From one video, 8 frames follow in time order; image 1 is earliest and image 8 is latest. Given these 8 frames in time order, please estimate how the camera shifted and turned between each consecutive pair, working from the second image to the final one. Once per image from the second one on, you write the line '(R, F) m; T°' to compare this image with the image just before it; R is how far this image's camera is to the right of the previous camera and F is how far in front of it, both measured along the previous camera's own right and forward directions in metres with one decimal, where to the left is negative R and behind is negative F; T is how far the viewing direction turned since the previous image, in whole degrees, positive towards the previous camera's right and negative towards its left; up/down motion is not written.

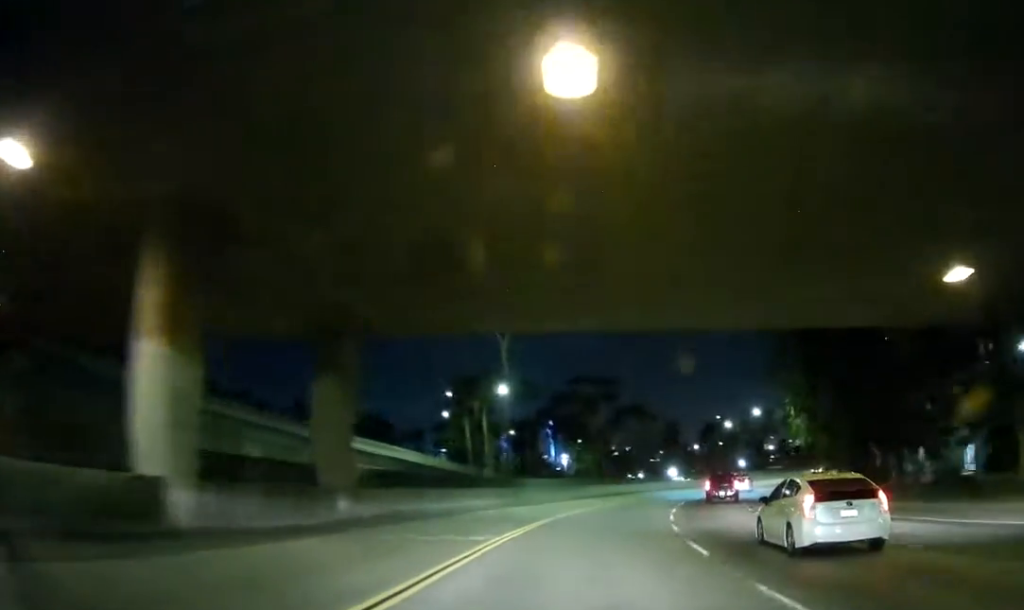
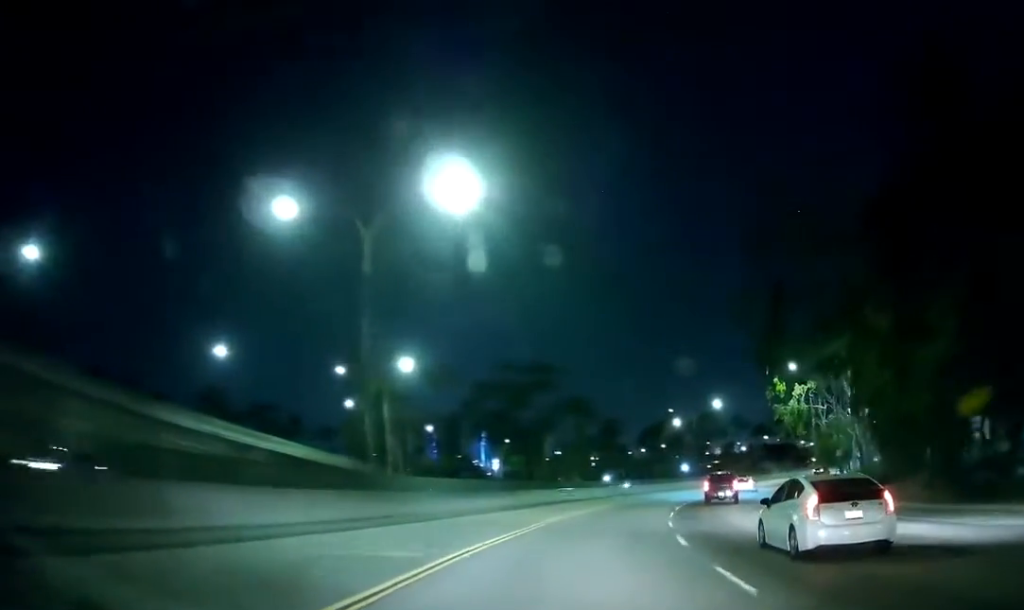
(+0.6, +19.5) m; +4°
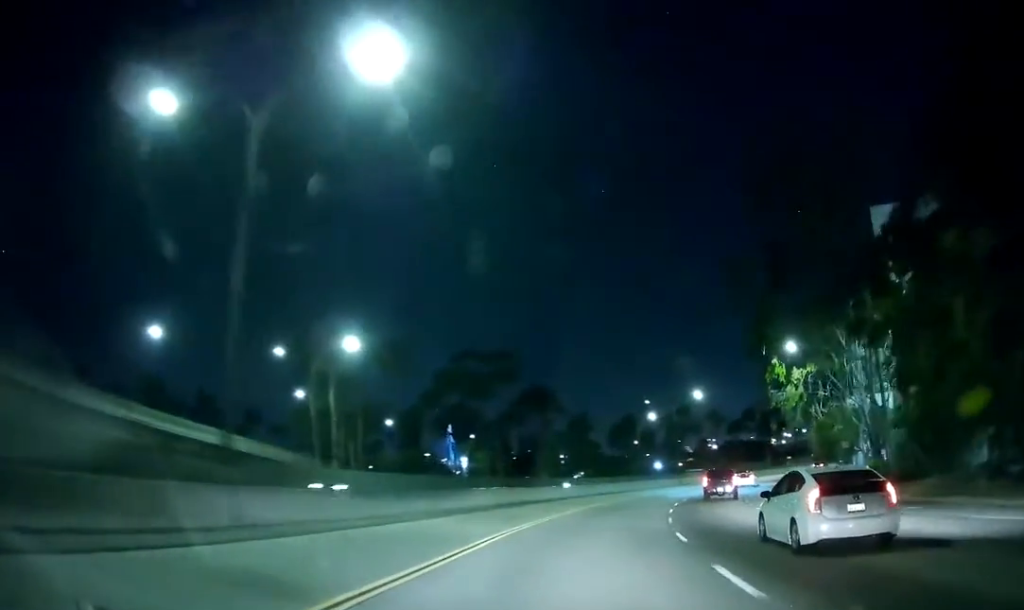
(-0.1, +8.7) m; +2°
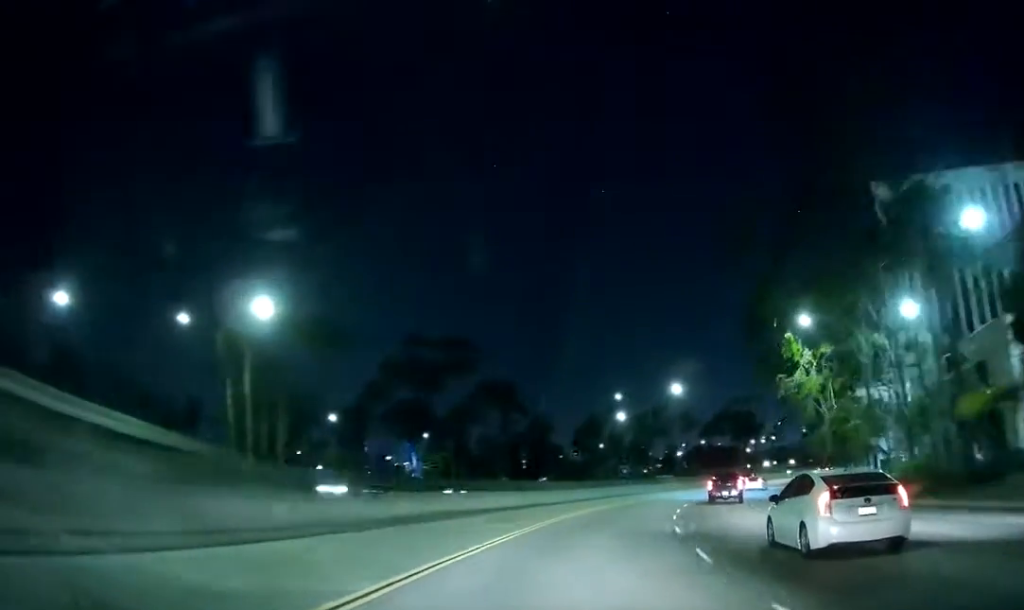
(+0.6, +11.0) m; +3°
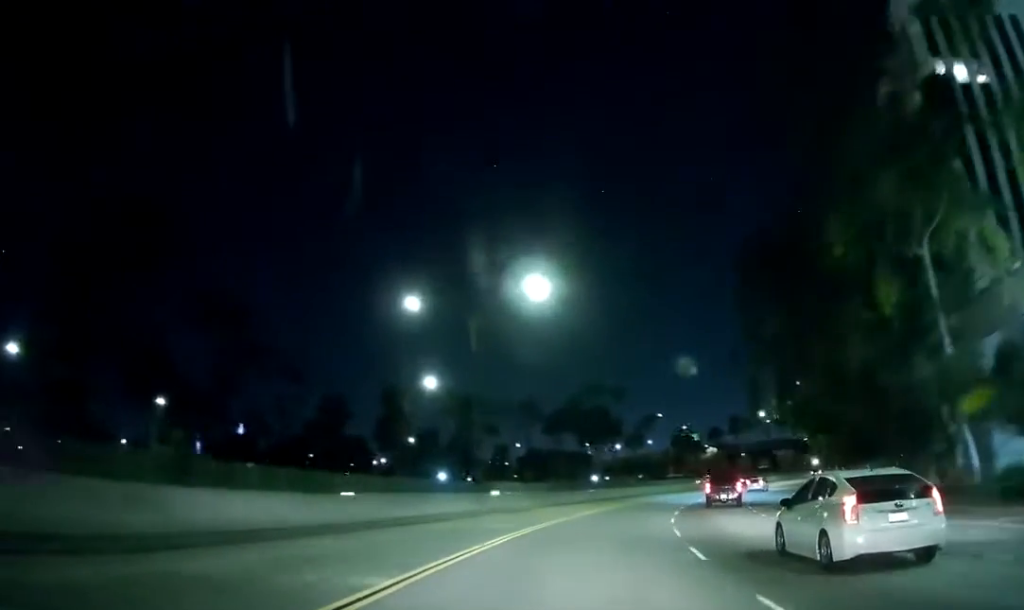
(+5.0, +42.7) m; +14°
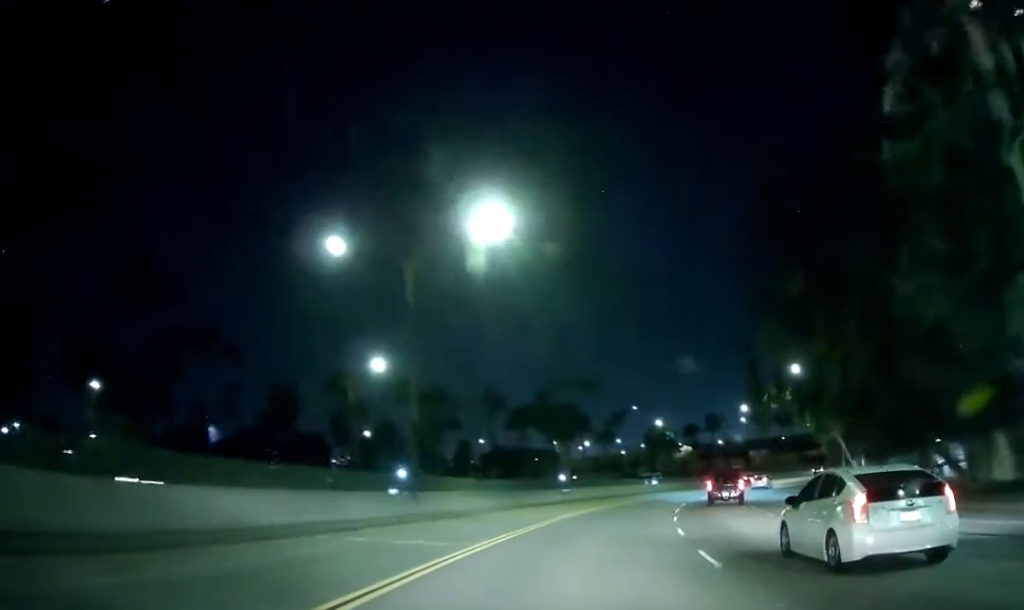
(+0.4, +9.3) m; +3°
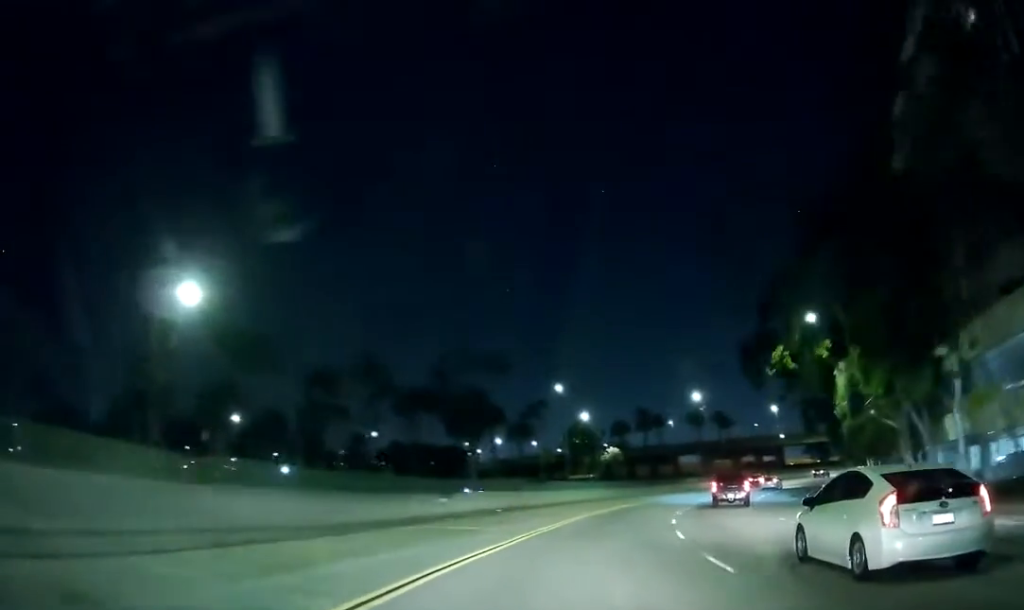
(+1.6, +22.7) m; +6°
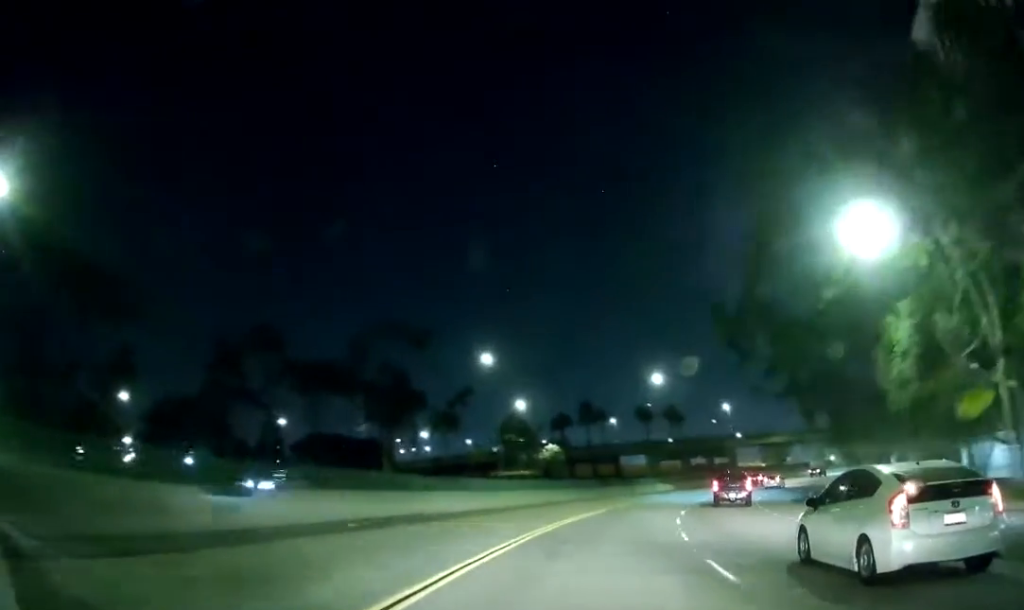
(+0.4, +15.7) m; +4°
